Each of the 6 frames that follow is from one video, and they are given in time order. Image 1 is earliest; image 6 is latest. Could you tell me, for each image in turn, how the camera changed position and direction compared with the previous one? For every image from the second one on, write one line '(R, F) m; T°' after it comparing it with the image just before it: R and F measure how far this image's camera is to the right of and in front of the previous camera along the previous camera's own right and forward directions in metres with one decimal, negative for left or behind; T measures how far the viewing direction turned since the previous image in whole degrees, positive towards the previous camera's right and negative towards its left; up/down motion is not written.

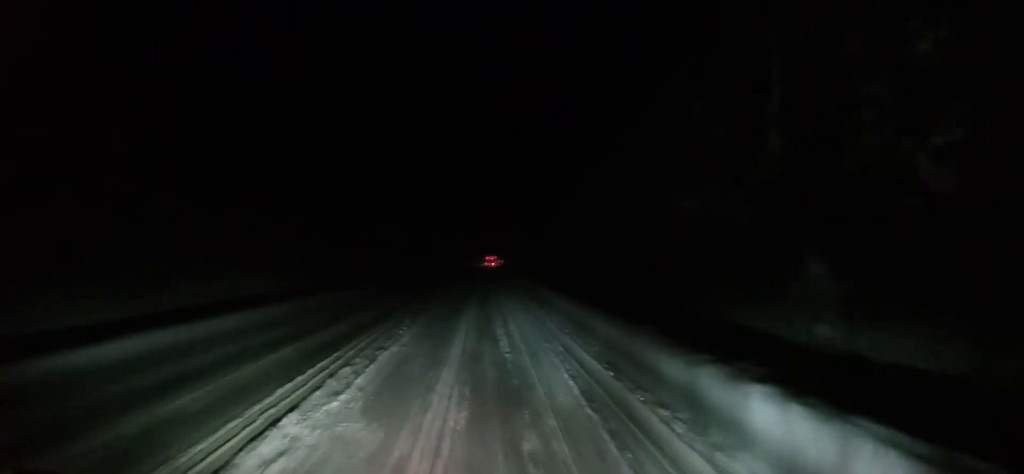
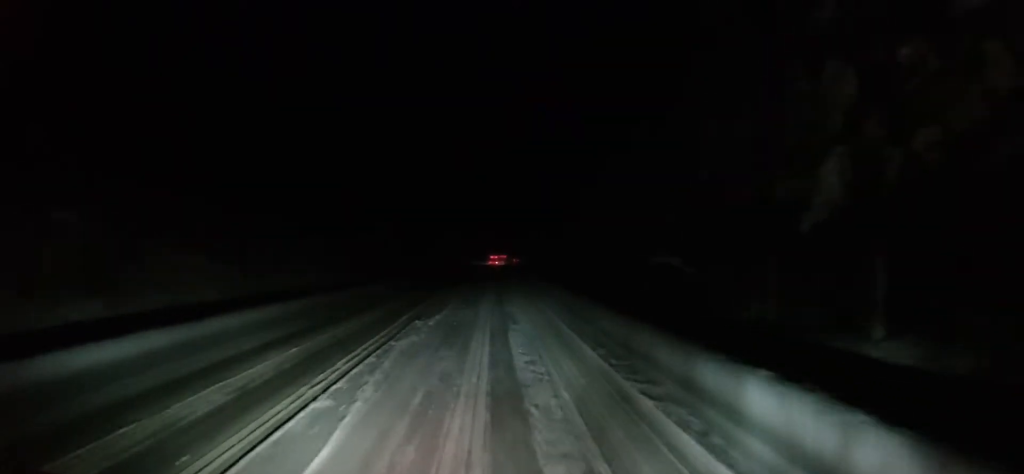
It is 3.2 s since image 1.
(-0.3, +37.1) m; -1°
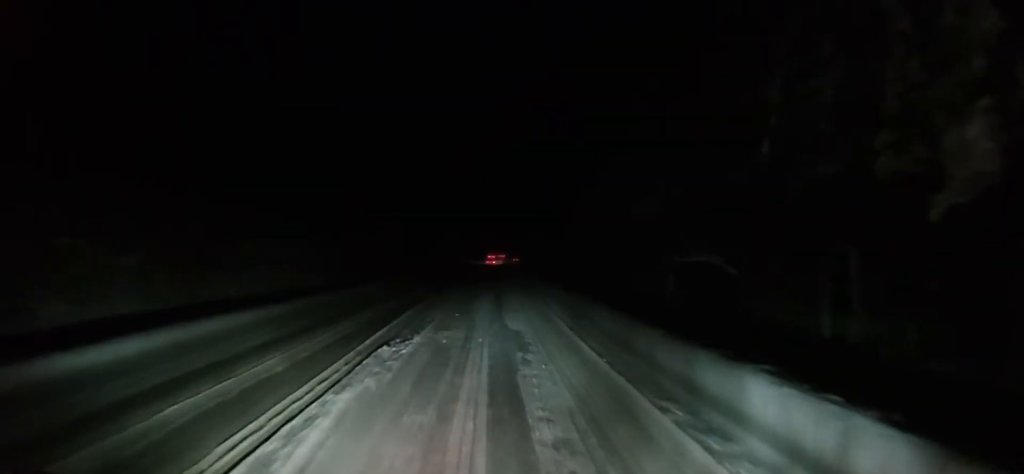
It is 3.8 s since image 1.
(+0.1, +7.0) m; +1°
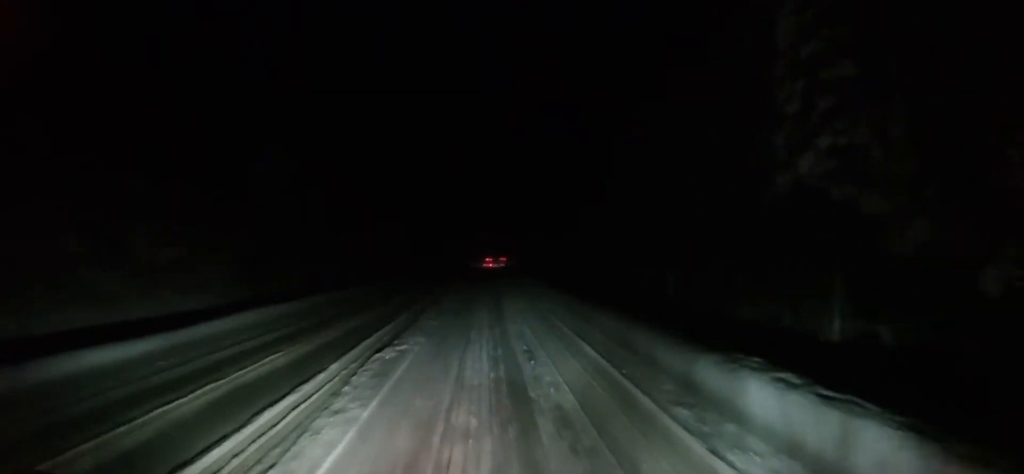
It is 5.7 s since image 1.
(+0.6, +21.5) m; +3°
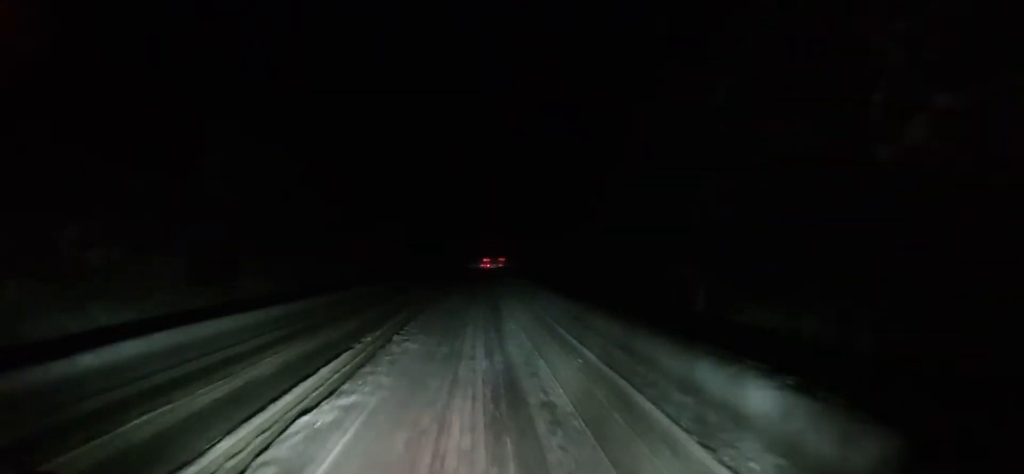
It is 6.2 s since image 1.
(+0.4, +6.2) m; -1°
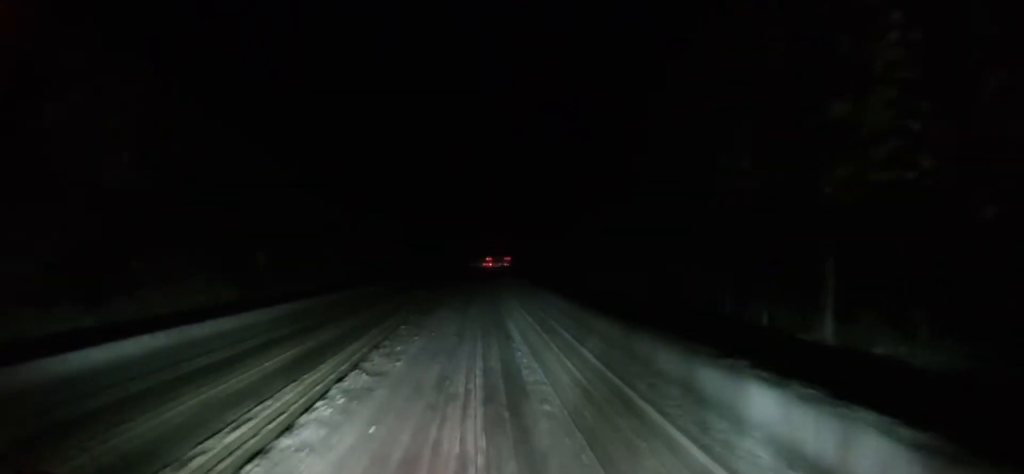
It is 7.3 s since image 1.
(-0.8, +12.8) m; -2°
